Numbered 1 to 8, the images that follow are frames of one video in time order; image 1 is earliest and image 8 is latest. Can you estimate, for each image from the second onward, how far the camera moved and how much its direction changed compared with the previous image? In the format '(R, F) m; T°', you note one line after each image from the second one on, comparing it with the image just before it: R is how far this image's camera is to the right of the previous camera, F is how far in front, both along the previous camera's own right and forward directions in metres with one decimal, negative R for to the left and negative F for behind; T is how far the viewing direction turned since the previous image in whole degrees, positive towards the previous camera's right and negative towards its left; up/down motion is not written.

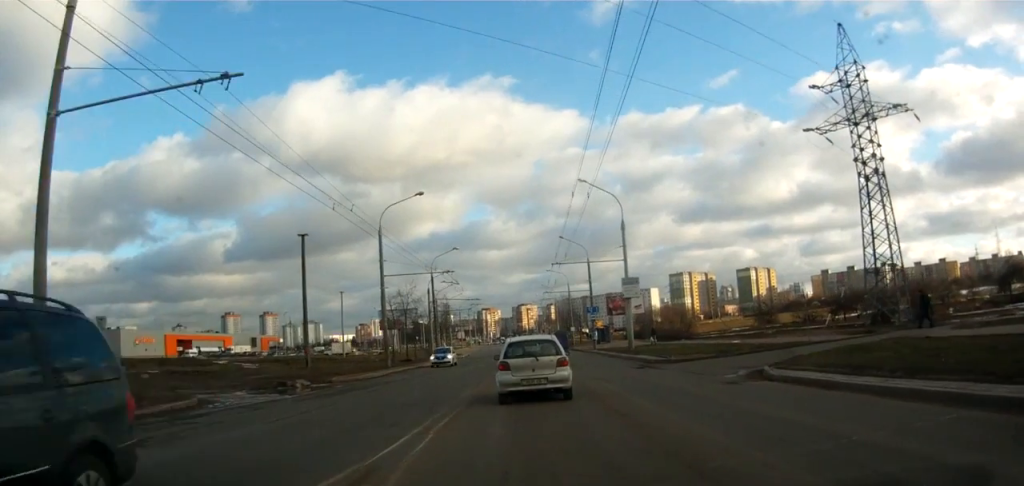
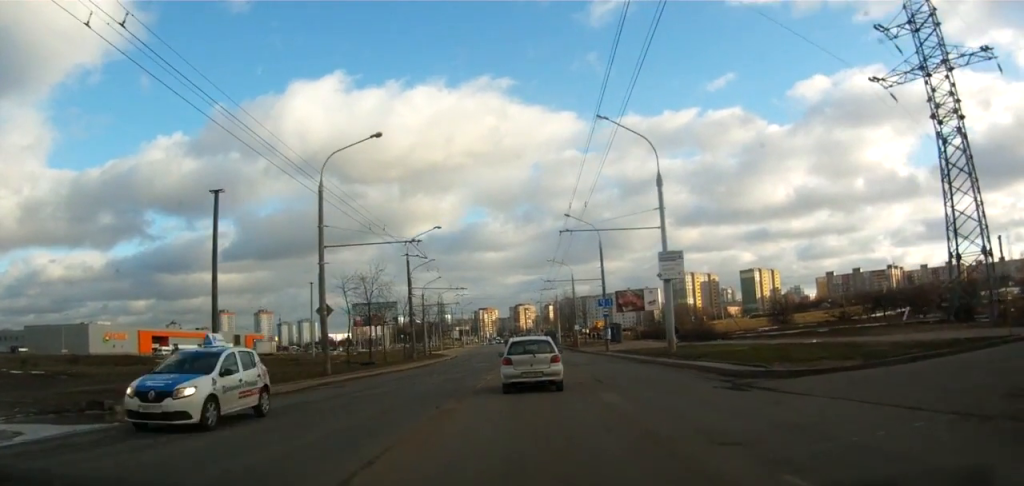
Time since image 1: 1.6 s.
(-0.5, +12.9) m; -2°
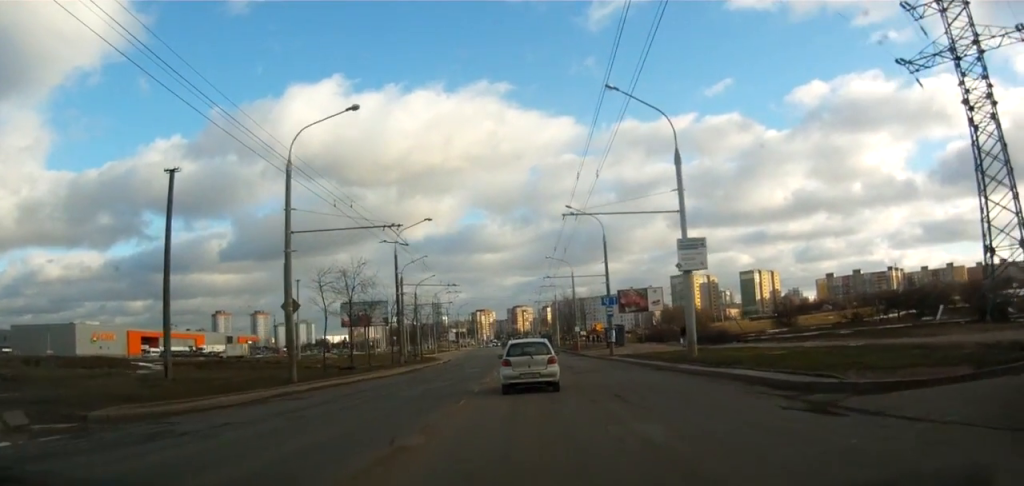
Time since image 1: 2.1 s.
(+0.1, +4.6) m; +1°
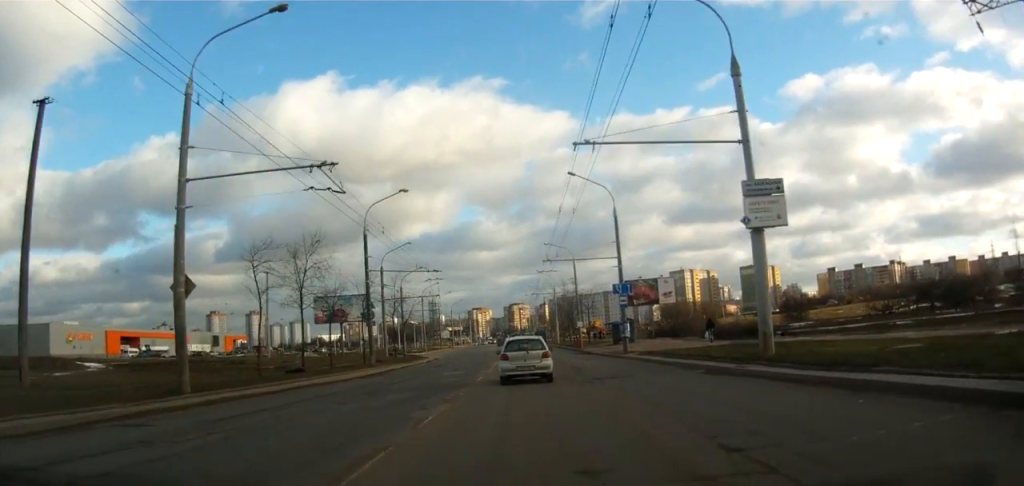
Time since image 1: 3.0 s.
(+0.1, +7.8) m; +1°
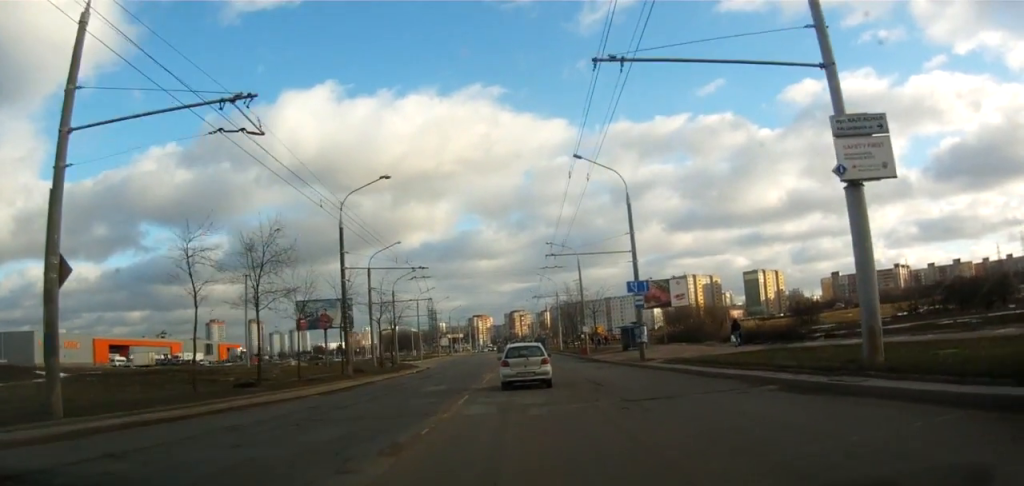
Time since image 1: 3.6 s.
(0.0, +4.6) m; 0°
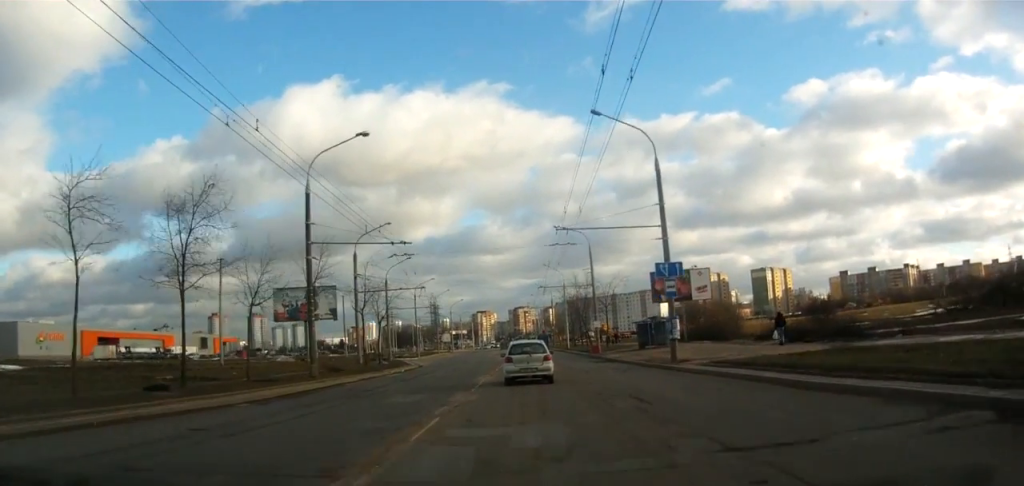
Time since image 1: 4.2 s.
(0.0, +5.5) m; -1°
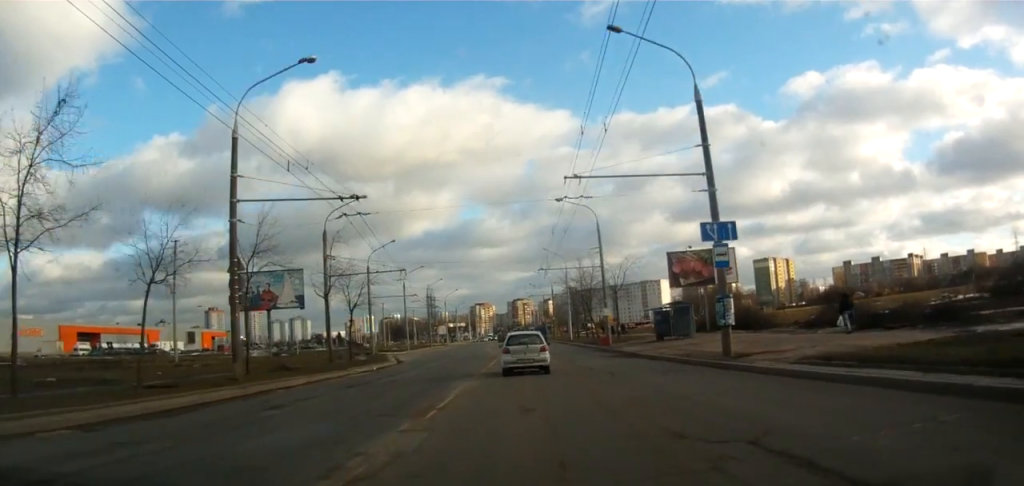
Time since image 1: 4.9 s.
(-0.1, +6.7) m; 0°
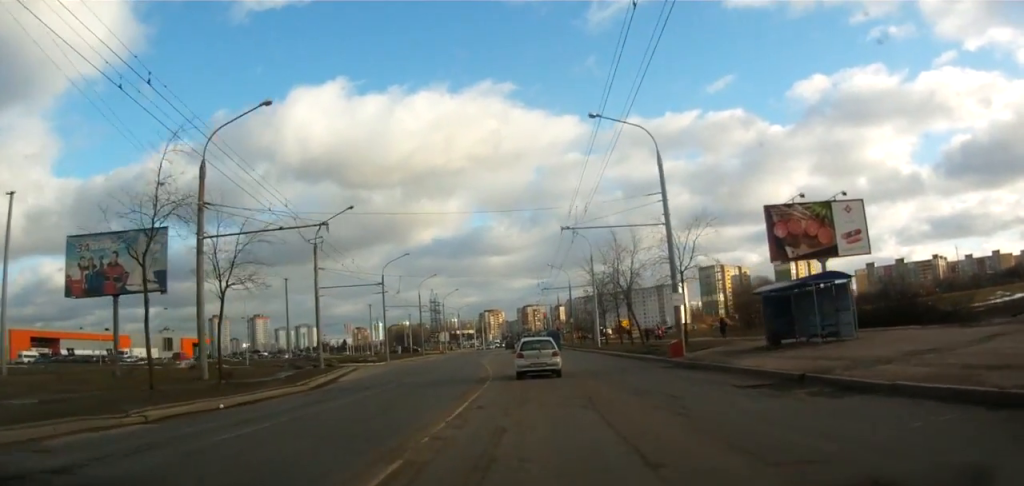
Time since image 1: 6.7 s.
(+0.4, +19.1) m; +2°
